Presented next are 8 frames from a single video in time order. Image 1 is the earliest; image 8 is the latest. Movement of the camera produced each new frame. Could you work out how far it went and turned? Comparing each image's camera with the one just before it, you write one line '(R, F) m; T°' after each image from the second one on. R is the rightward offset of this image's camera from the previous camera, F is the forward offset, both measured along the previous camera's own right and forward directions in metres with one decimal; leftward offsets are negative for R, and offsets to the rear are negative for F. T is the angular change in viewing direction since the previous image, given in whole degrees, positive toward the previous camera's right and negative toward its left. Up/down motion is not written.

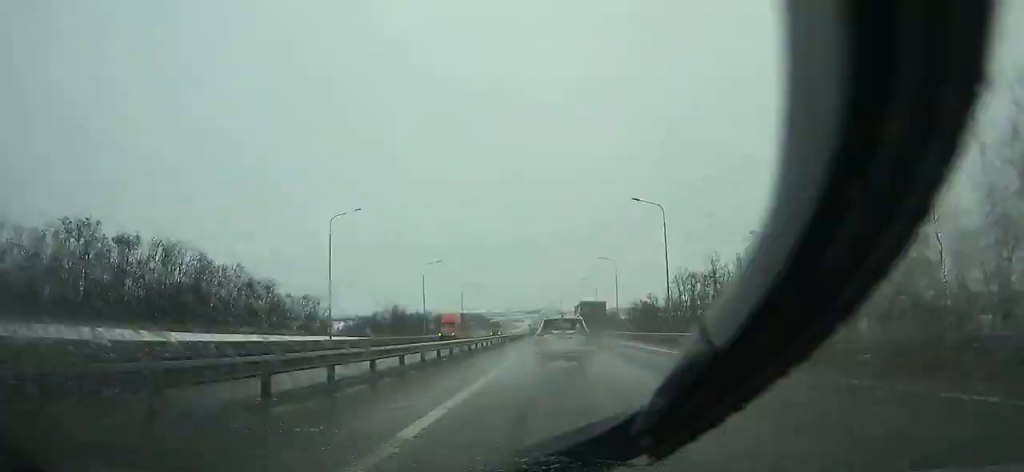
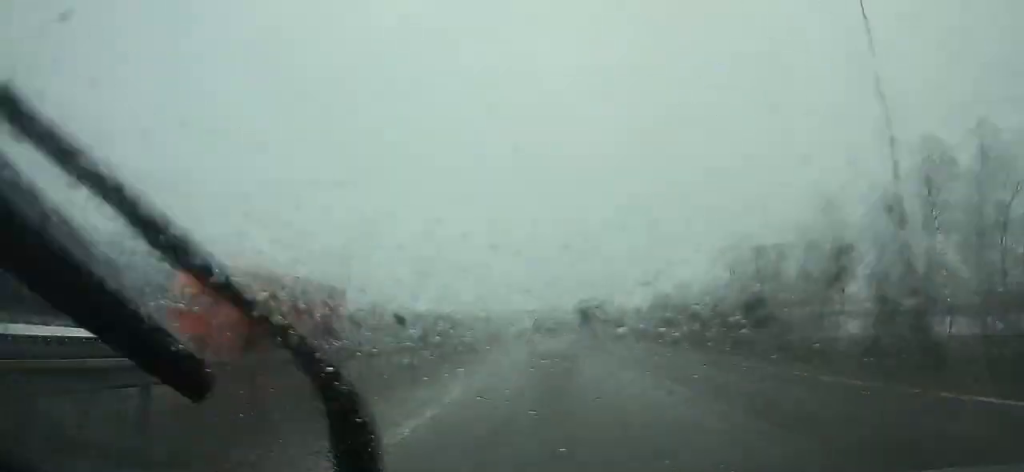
(+0.1, +37.0) m; 0°
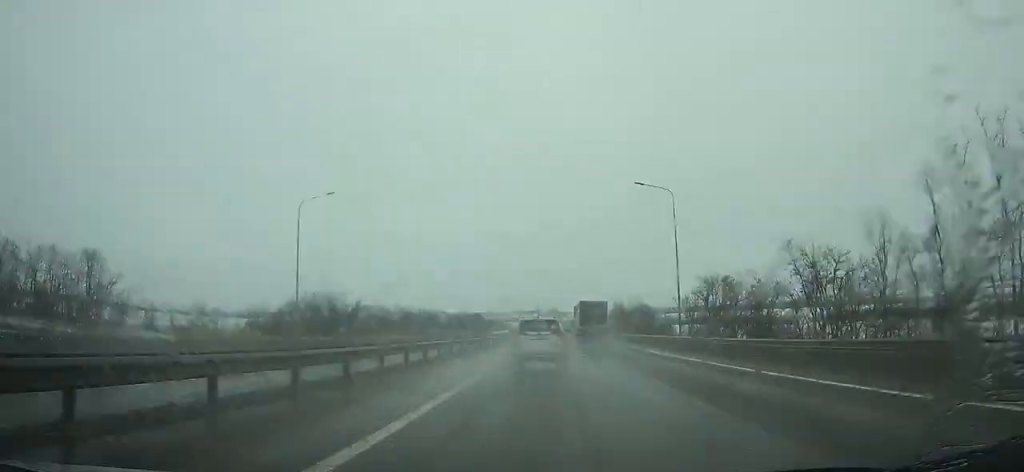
(0.0, +48.4) m; 0°
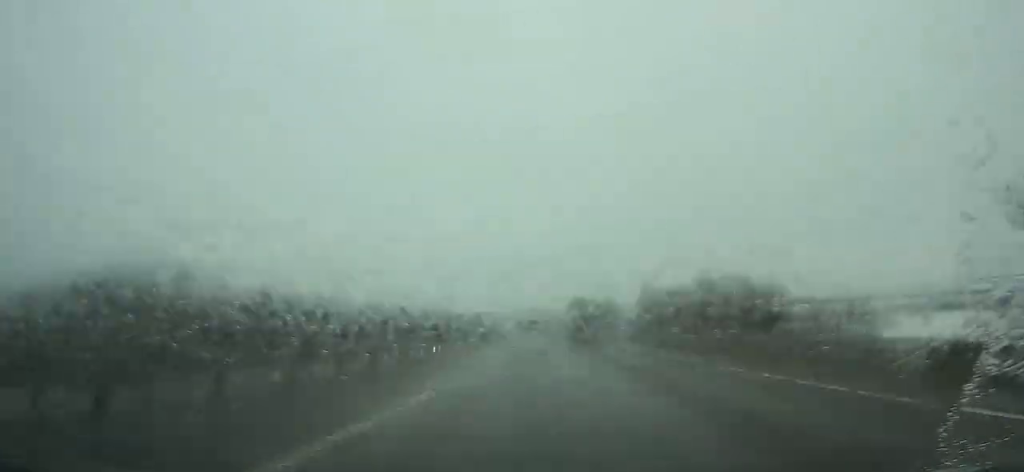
(+0.2, +88.0) m; 0°
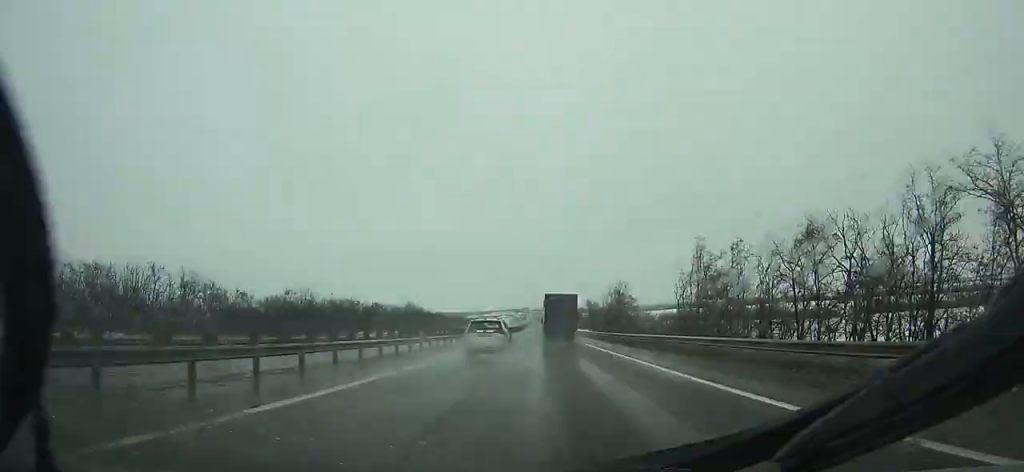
(+0.1, +65.3) m; 0°
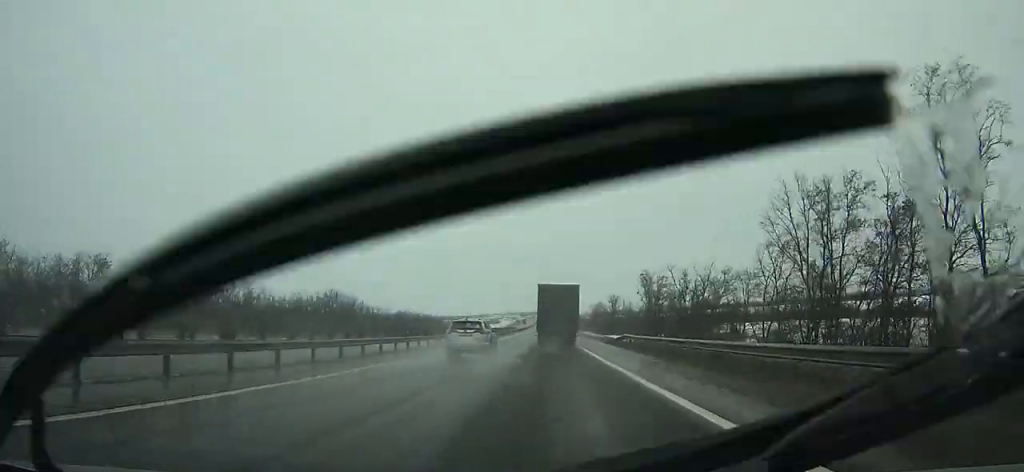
(-0.5, +136.4) m; -1°
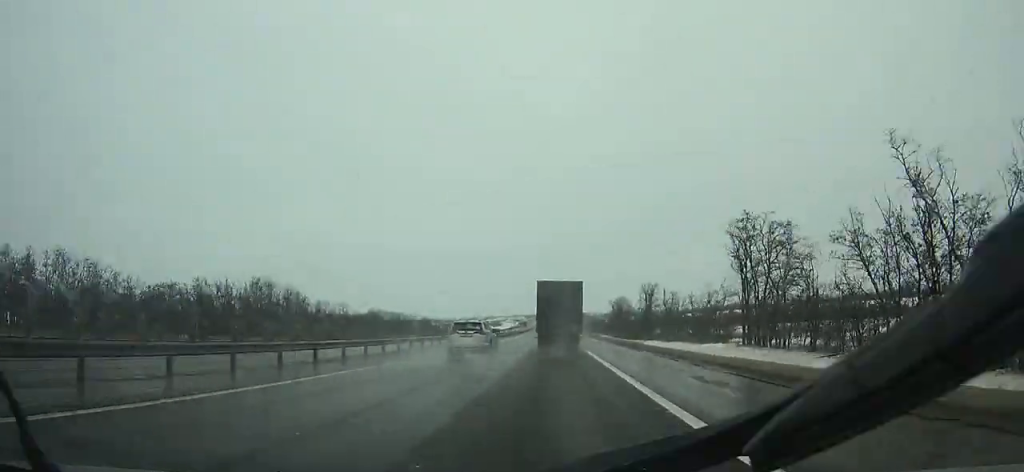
(-0.3, +59.7) m; 0°
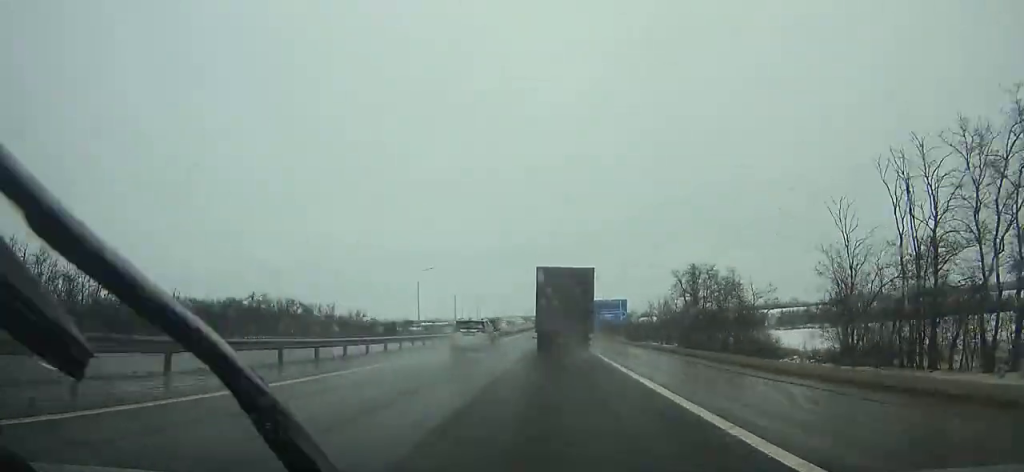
(-0.2, +104.9) m; 0°
